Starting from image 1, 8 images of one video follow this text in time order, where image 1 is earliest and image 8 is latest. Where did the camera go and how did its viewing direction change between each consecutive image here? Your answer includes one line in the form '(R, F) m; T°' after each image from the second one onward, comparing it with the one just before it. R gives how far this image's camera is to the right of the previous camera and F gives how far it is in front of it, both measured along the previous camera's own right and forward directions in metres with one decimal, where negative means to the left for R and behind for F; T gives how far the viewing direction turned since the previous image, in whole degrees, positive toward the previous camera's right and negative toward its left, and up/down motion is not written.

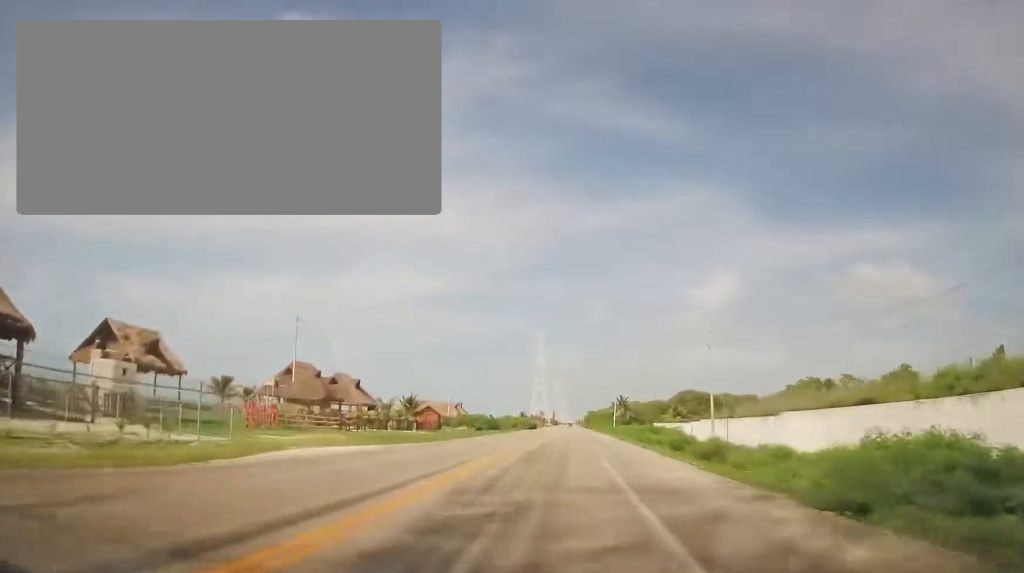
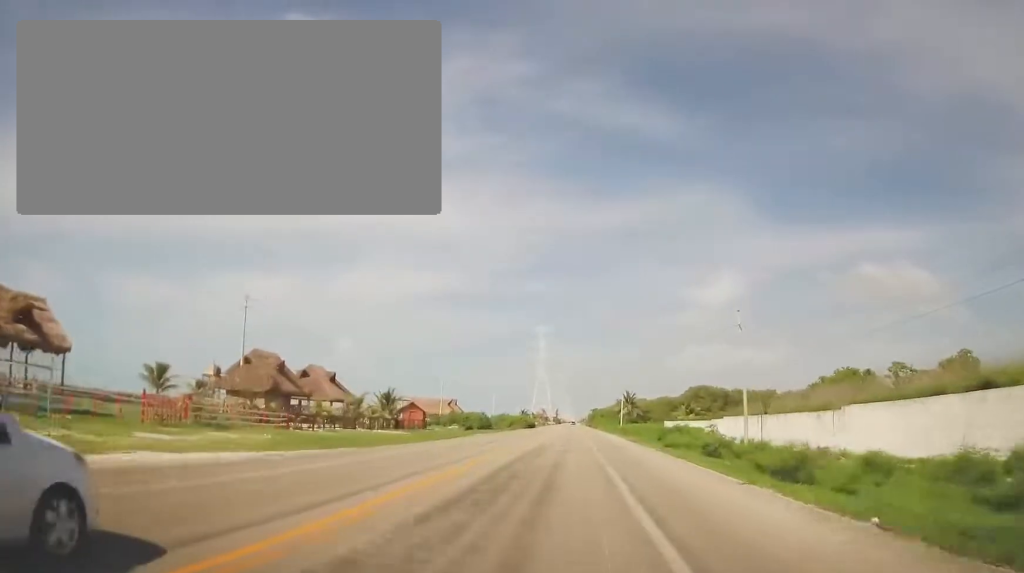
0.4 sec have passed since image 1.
(+0.1, +11.6) m; 0°
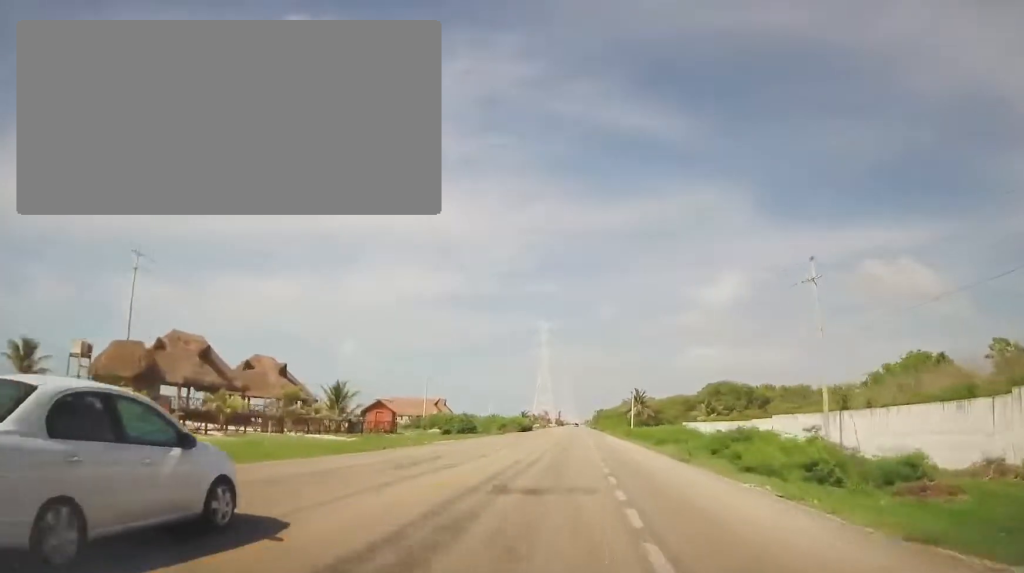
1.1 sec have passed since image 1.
(+0.3, +16.5) m; 0°
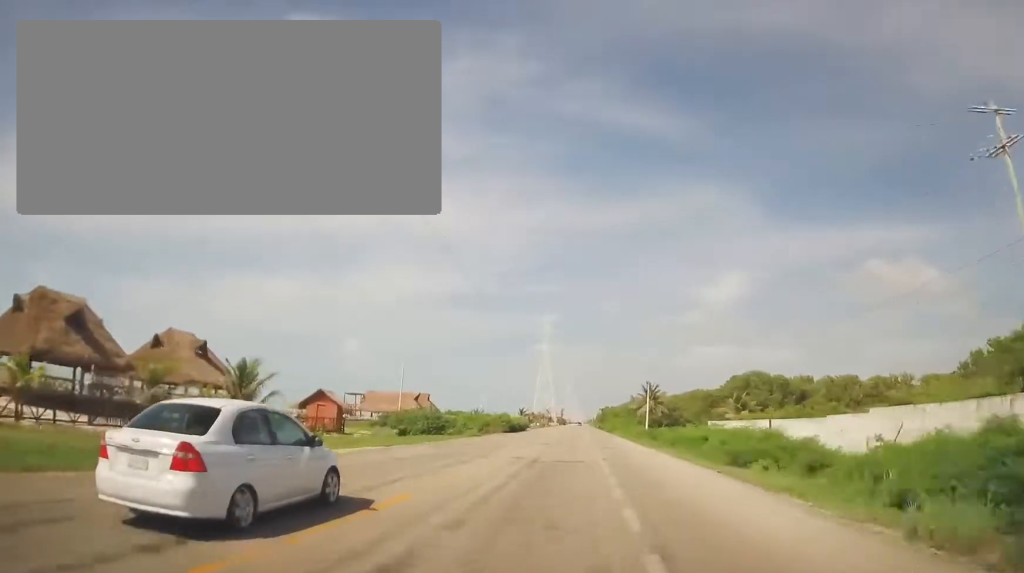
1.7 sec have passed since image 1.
(-0.3, +17.8) m; -1°
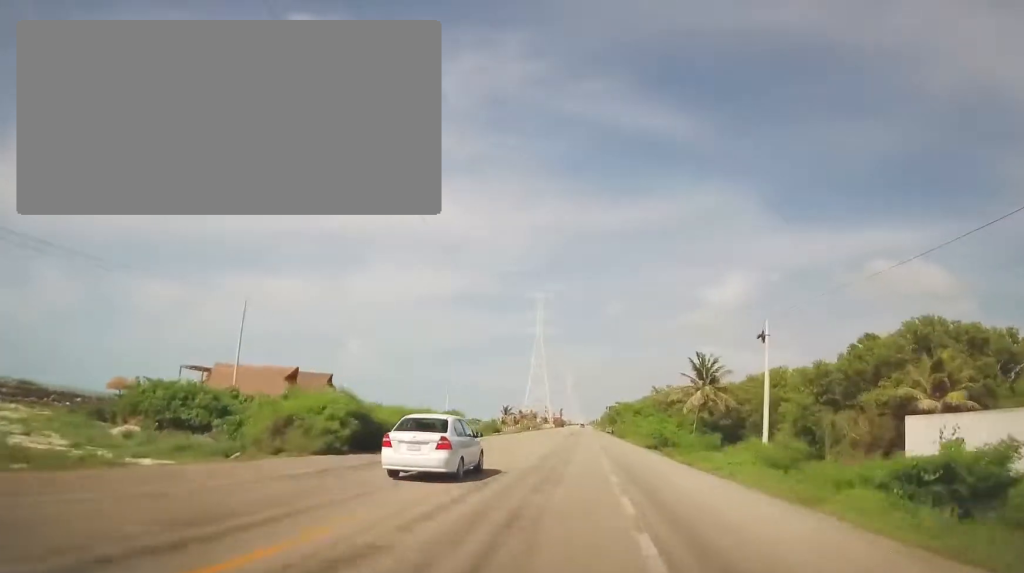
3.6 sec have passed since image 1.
(-0.3, +49.5) m; 0°
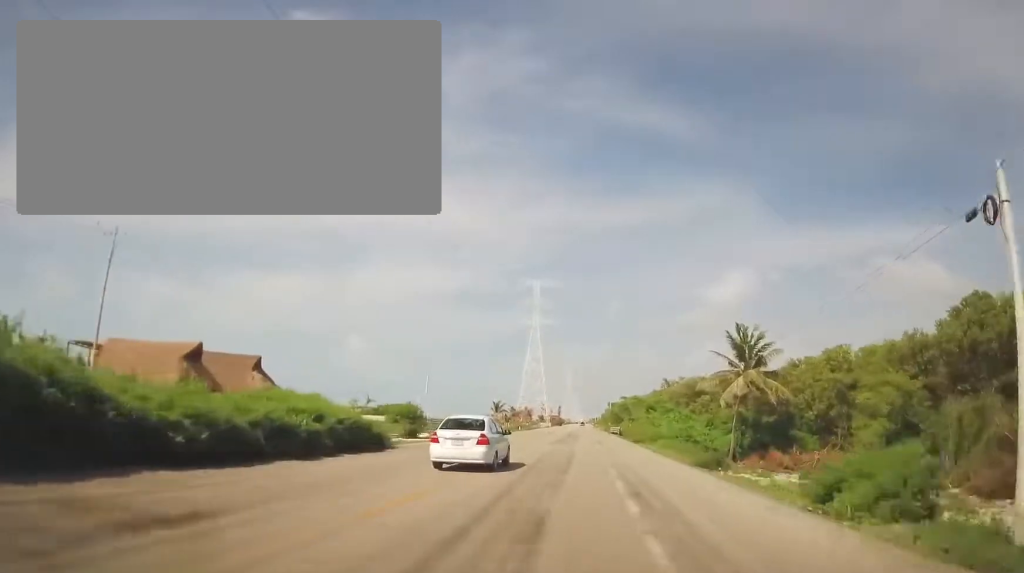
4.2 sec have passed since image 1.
(0.0, +17.4) m; 0°
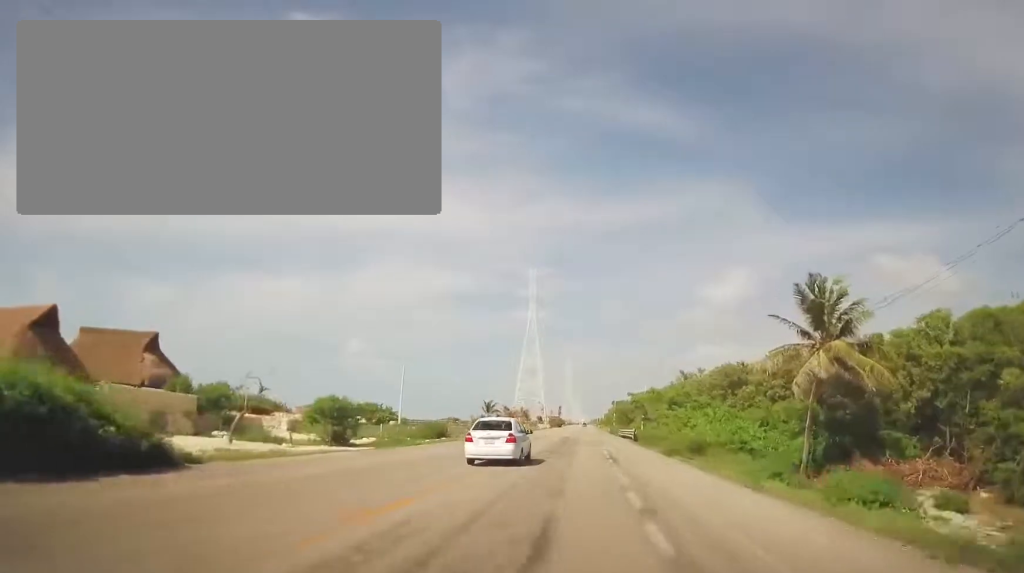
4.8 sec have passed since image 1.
(-0.1, +16.0) m; 0°
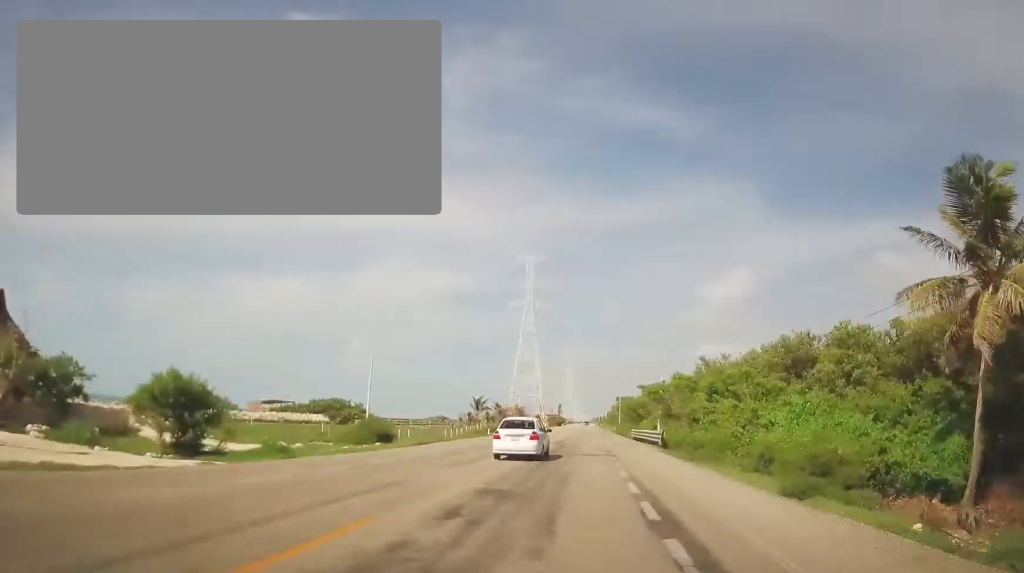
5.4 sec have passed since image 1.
(0.0, +15.1) m; 0°
